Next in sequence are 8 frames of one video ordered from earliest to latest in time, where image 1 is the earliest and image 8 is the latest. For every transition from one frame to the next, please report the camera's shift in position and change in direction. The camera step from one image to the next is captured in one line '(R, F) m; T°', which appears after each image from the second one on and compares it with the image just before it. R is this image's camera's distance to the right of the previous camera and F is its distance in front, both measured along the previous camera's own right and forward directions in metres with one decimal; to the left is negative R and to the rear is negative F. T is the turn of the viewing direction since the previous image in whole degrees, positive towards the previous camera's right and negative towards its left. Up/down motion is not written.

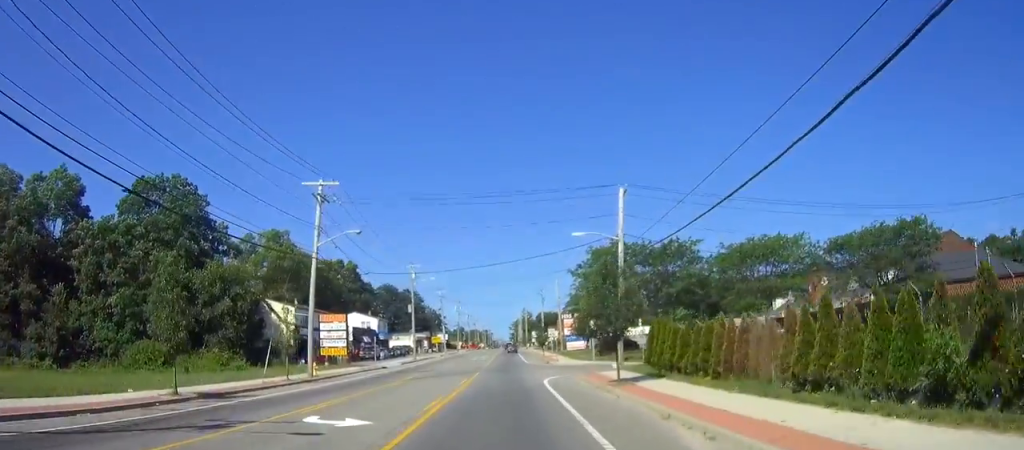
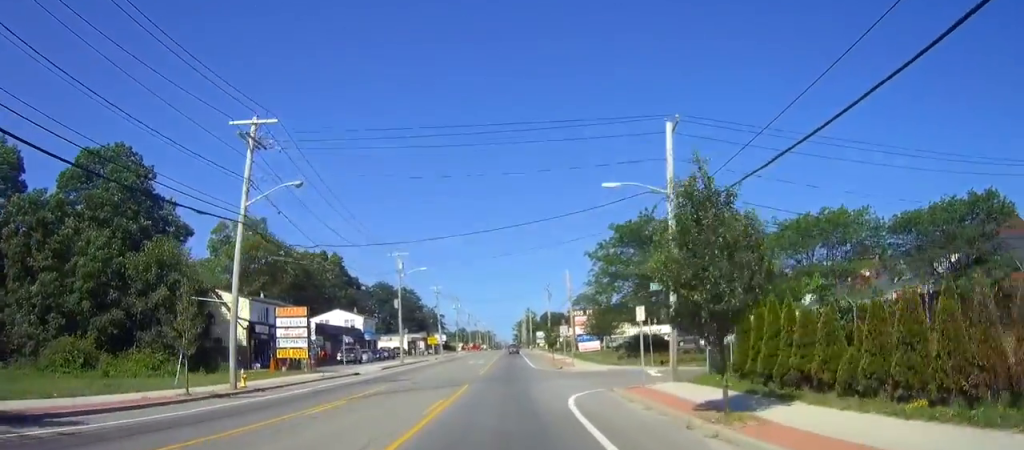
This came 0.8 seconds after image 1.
(-0.1, +12.3) m; 0°
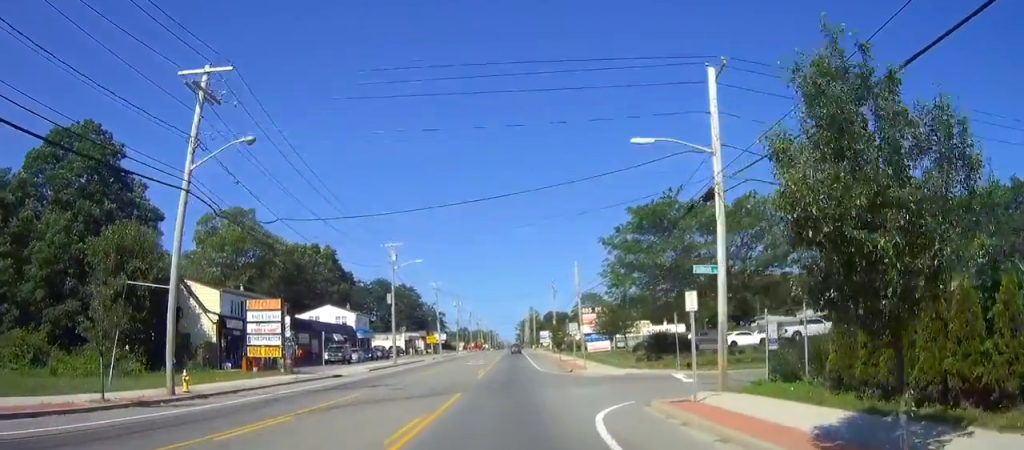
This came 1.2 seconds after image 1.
(0.0, +6.1) m; 0°
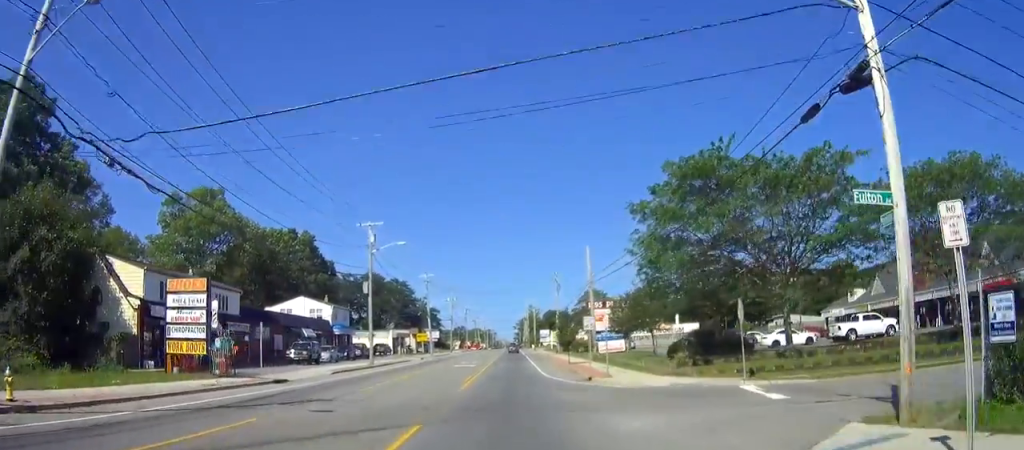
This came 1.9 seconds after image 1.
(+0.1, +10.6) m; +1°
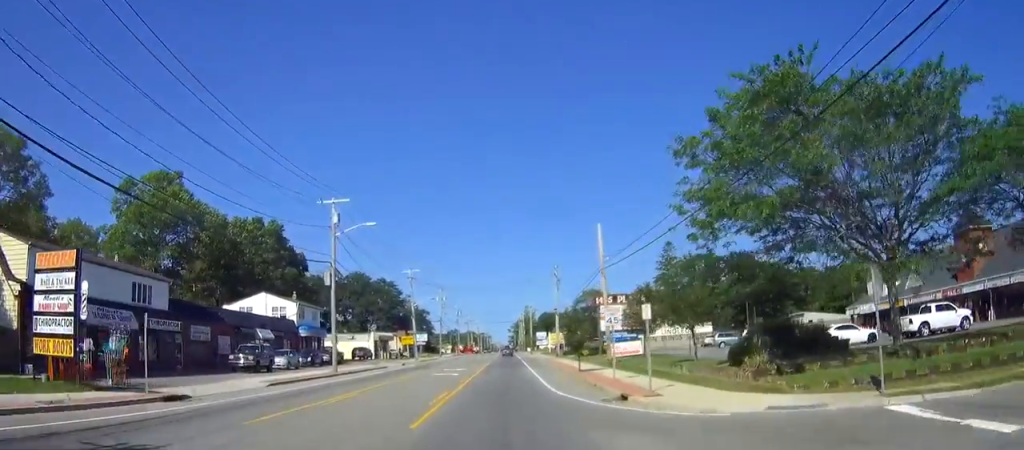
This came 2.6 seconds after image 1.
(0.0, +10.6) m; 0°
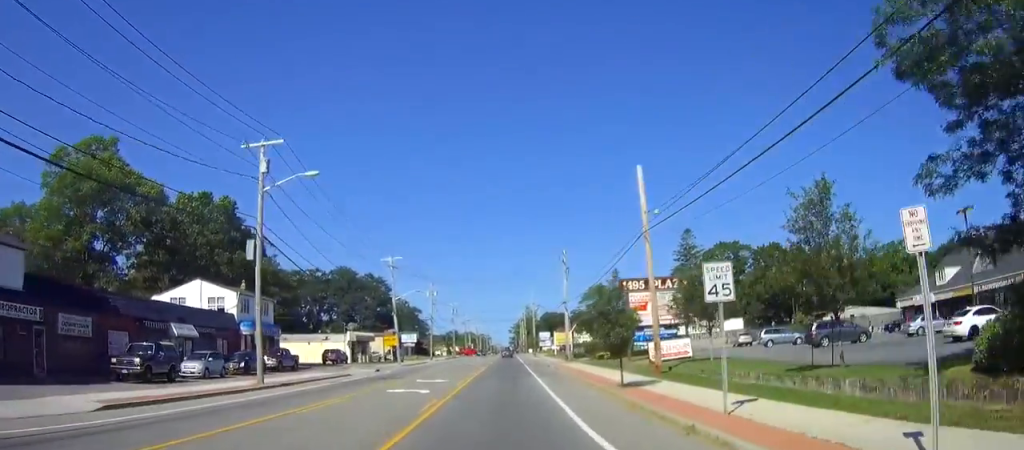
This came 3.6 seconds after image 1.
(0.0, +14.2) m; 0°
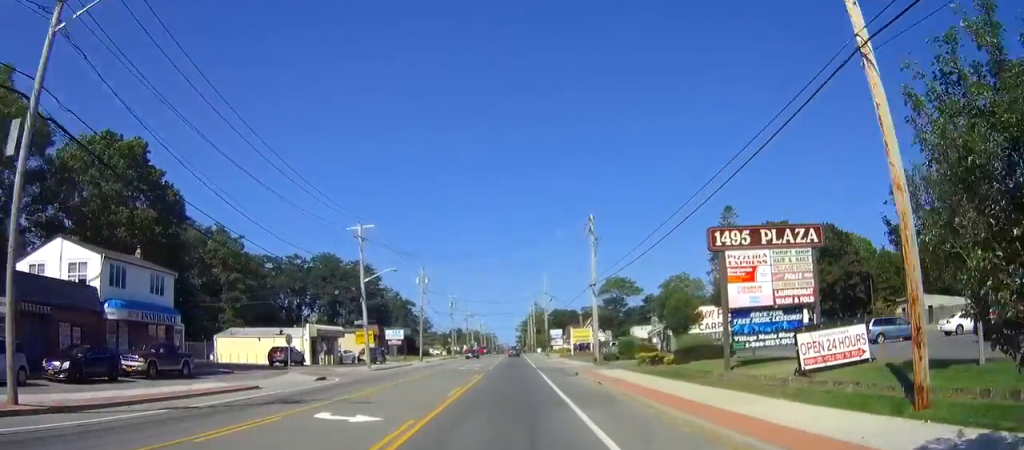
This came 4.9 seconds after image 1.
(0.0, +17.9) m; 0°
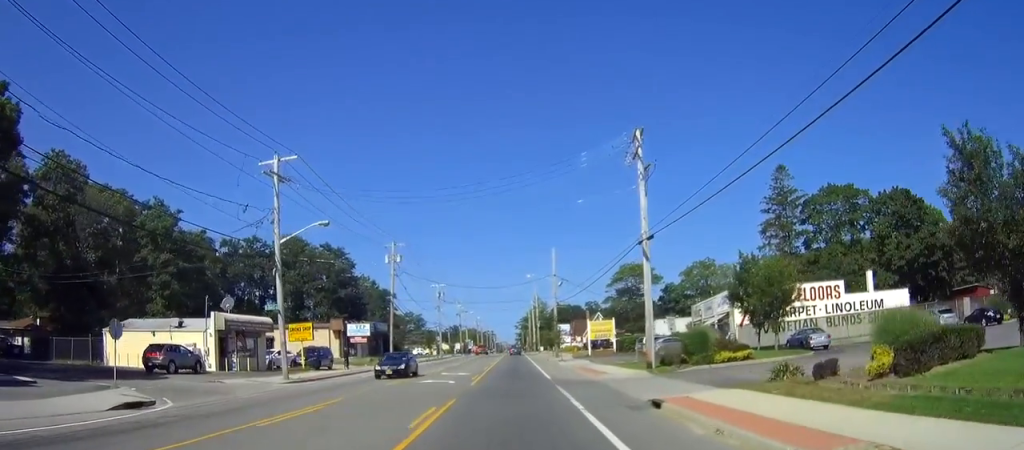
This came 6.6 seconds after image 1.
(0.0, +19.0) m; 0°
